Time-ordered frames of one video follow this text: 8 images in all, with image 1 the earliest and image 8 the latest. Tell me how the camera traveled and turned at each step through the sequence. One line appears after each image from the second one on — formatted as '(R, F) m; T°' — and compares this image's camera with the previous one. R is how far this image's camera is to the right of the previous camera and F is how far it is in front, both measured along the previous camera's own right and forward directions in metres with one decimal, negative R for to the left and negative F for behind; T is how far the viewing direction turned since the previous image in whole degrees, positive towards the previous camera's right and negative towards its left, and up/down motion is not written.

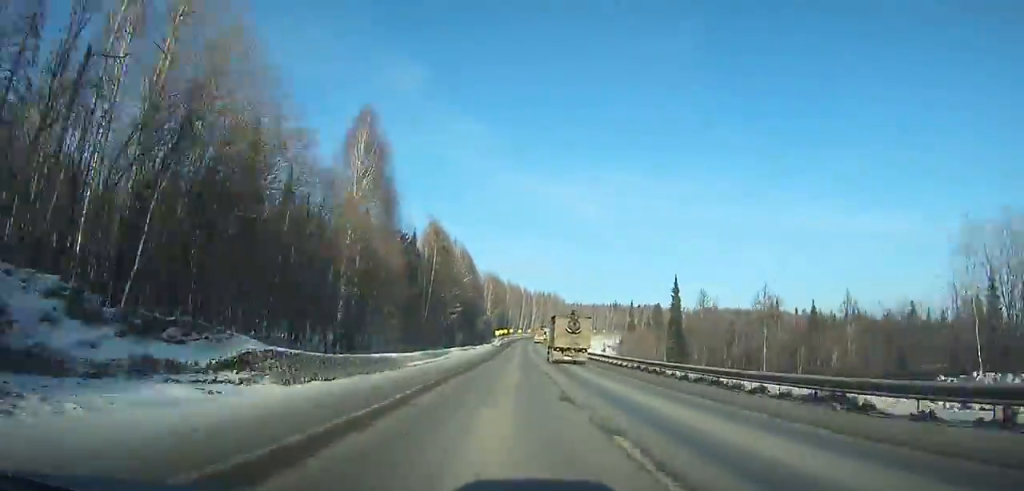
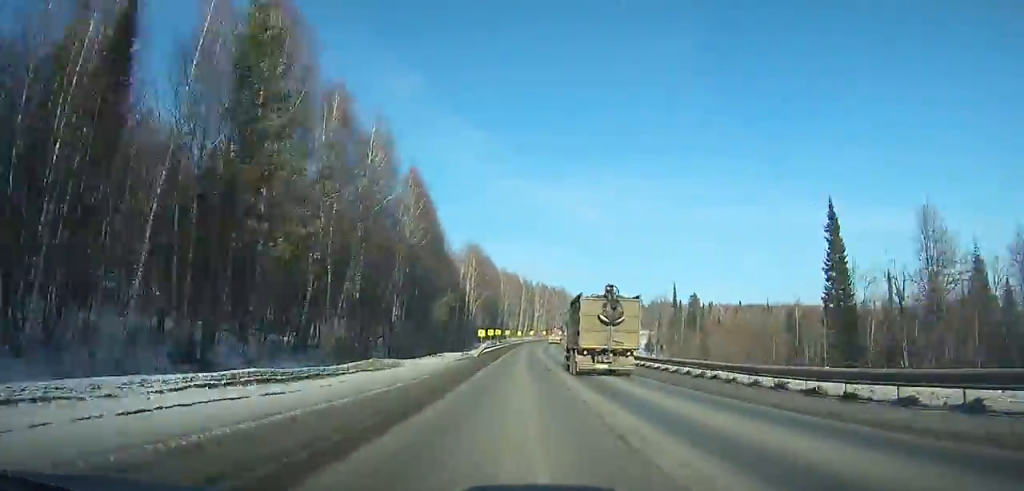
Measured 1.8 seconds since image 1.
(-0.1, +62.0) m; 0°
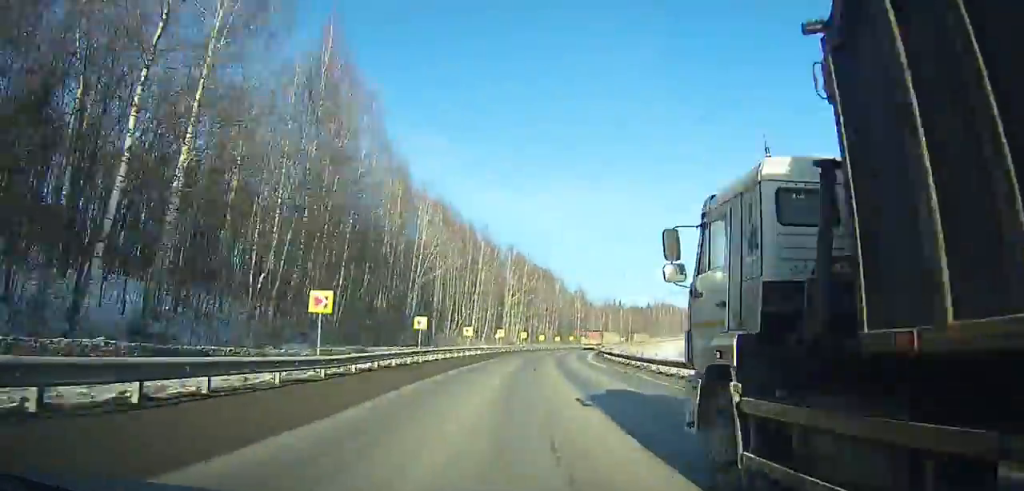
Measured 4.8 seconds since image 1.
(+0.5, +104.9) m; -5°
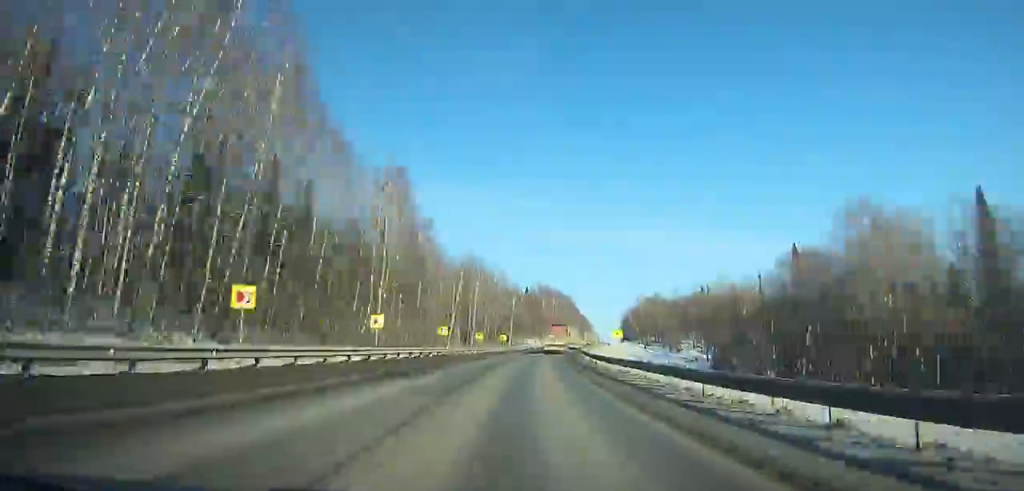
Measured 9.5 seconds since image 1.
(+27.2, +123.3) m; +36°
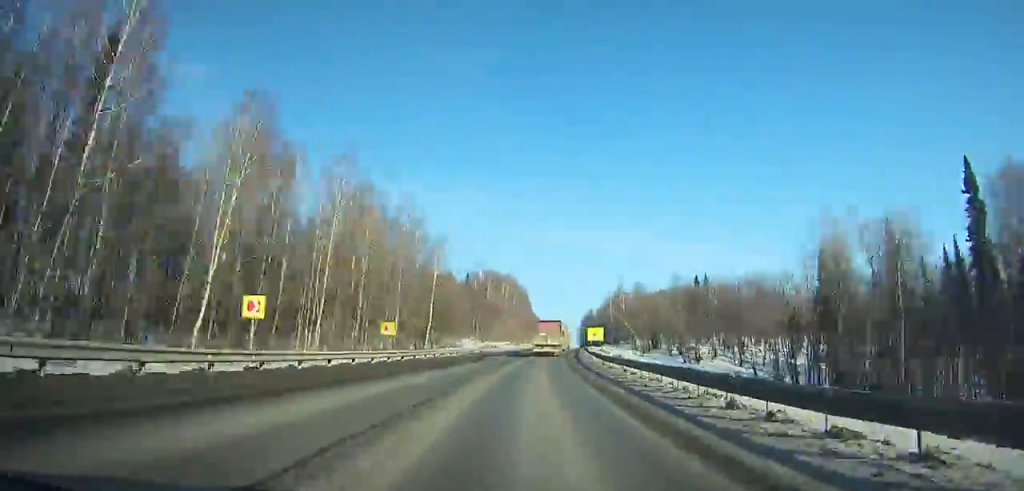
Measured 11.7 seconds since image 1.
(+11.7, +53.1) m; +6°
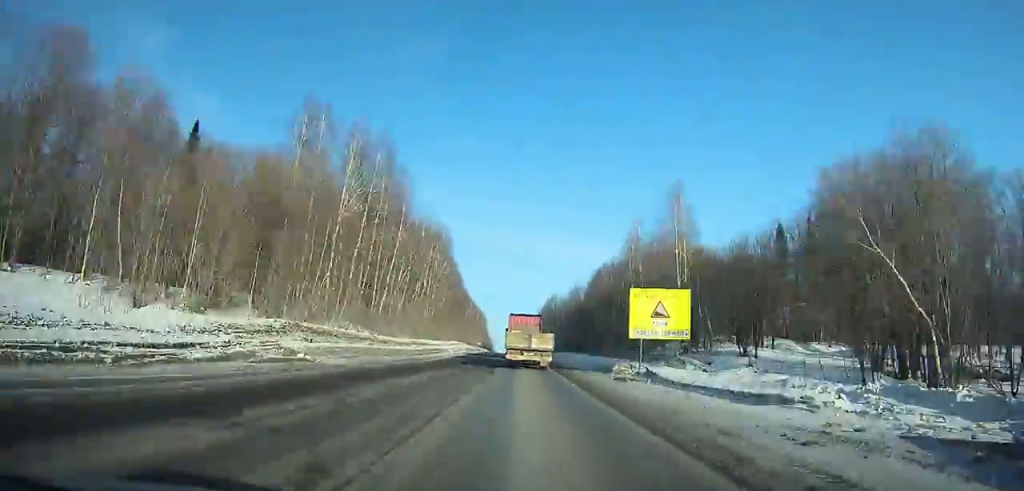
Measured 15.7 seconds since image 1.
(-15.0, +93.9) m; -10°
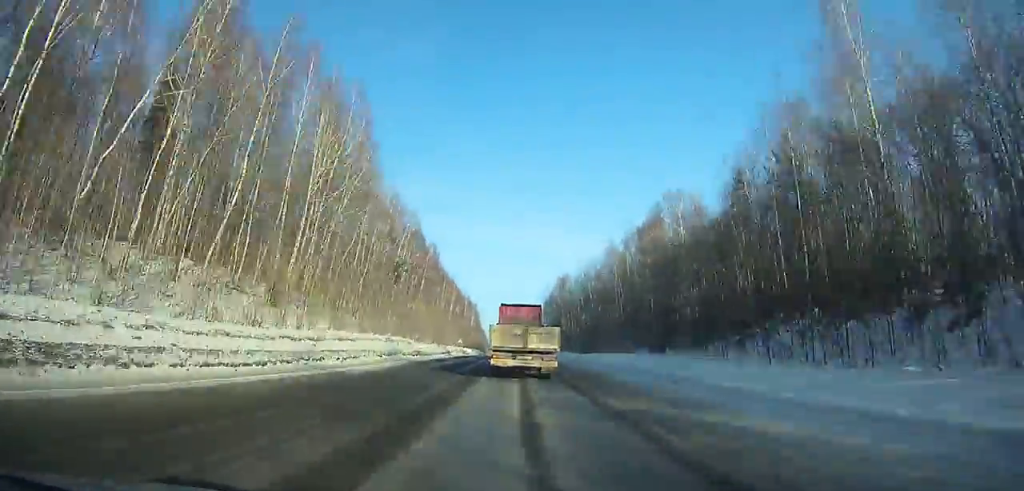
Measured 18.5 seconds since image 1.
(-0.4, +57.0) m; -1°
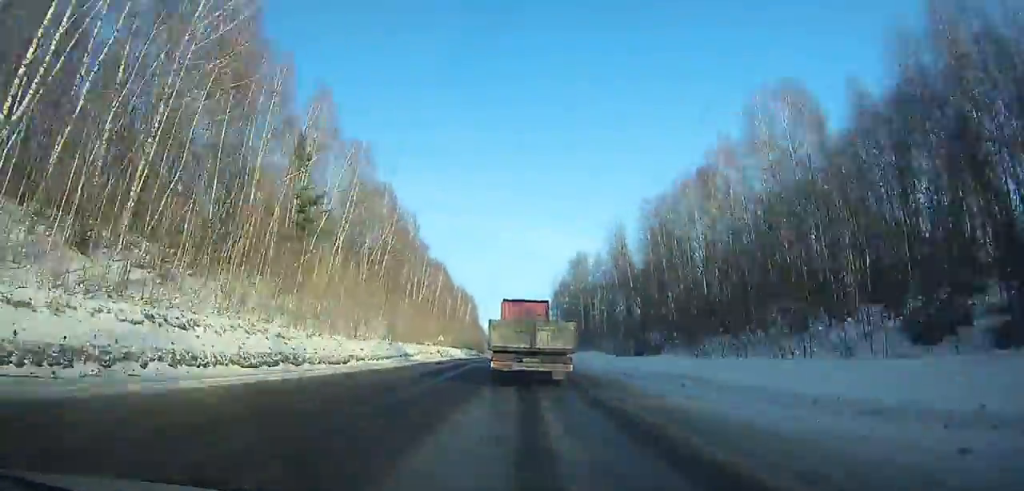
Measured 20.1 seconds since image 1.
(0.0, +30.1) m; 0°
